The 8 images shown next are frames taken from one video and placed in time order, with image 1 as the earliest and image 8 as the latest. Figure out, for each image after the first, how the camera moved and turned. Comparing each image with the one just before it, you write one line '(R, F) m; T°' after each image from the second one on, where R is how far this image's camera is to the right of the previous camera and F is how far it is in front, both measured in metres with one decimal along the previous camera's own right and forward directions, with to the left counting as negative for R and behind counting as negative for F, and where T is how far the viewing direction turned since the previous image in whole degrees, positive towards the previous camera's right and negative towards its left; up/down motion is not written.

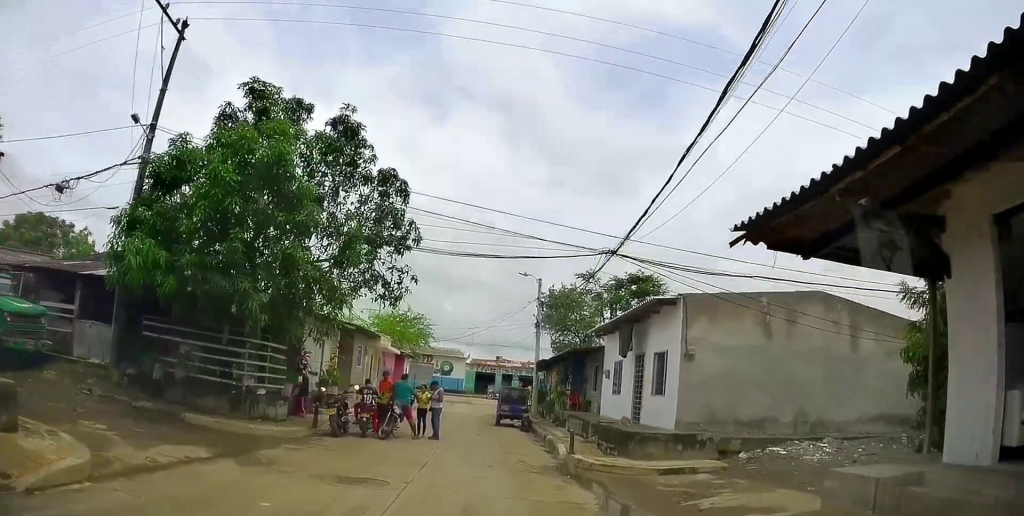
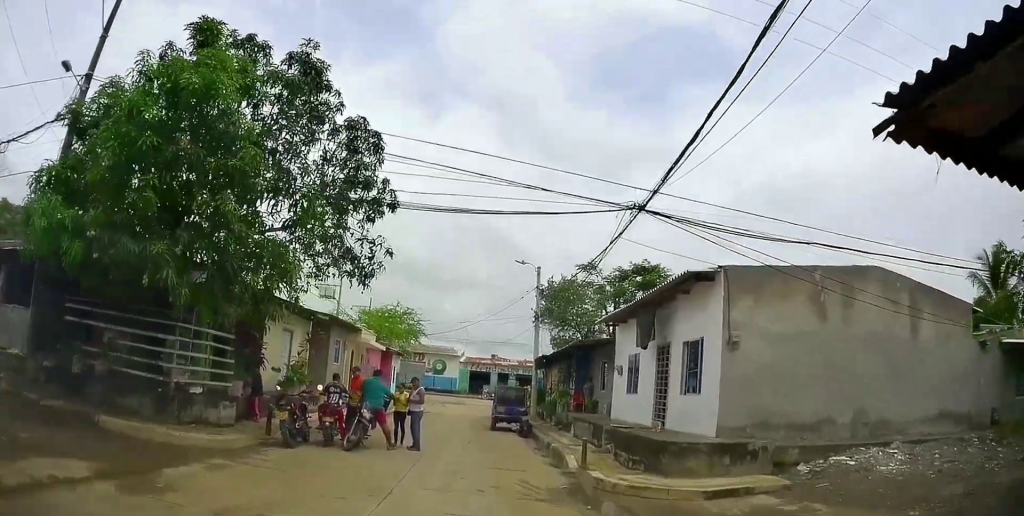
(+0.4, +3.2) m; +2°
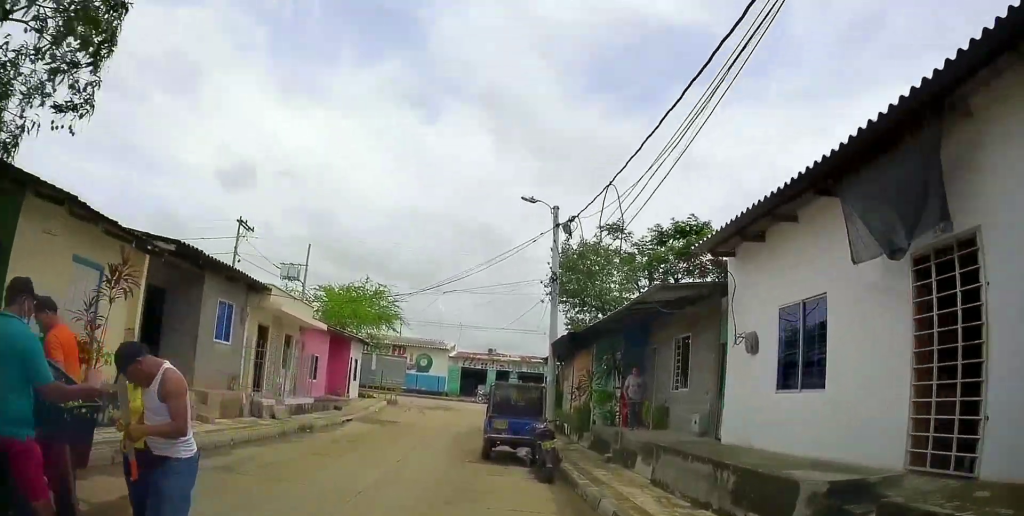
(-0.8, +11.0) m; -11°
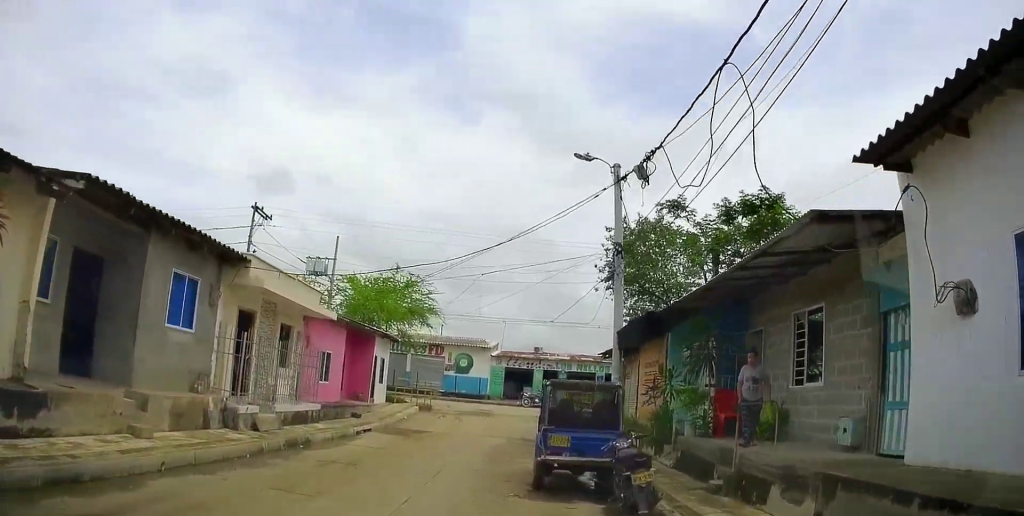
(-0.1, +4.1) m; +2°
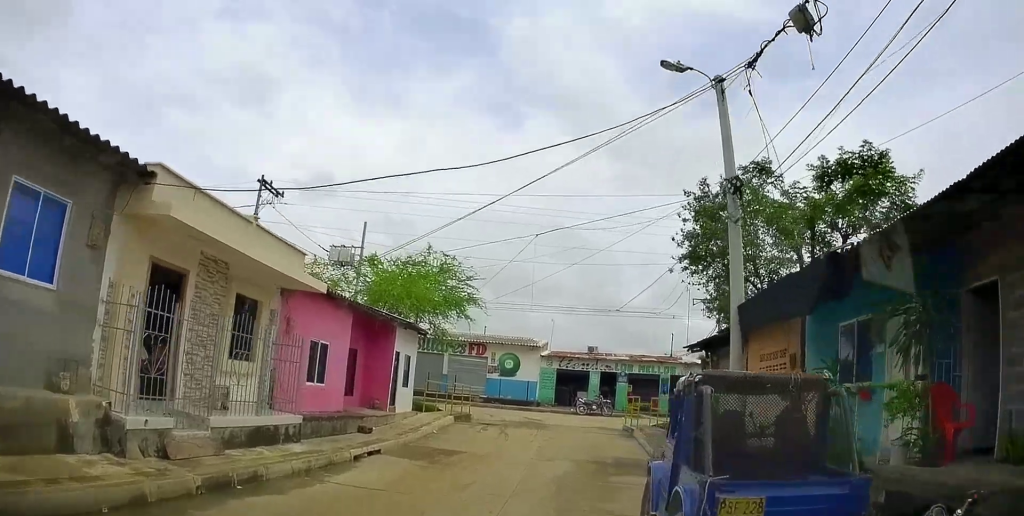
(+0.4, +5.3) m; +6°
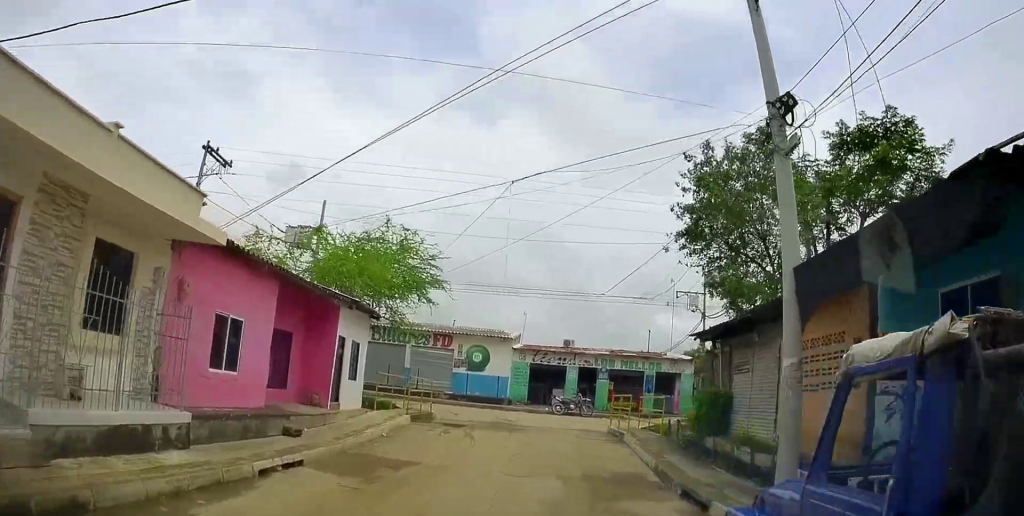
(0.0, +3.2) m; -3°
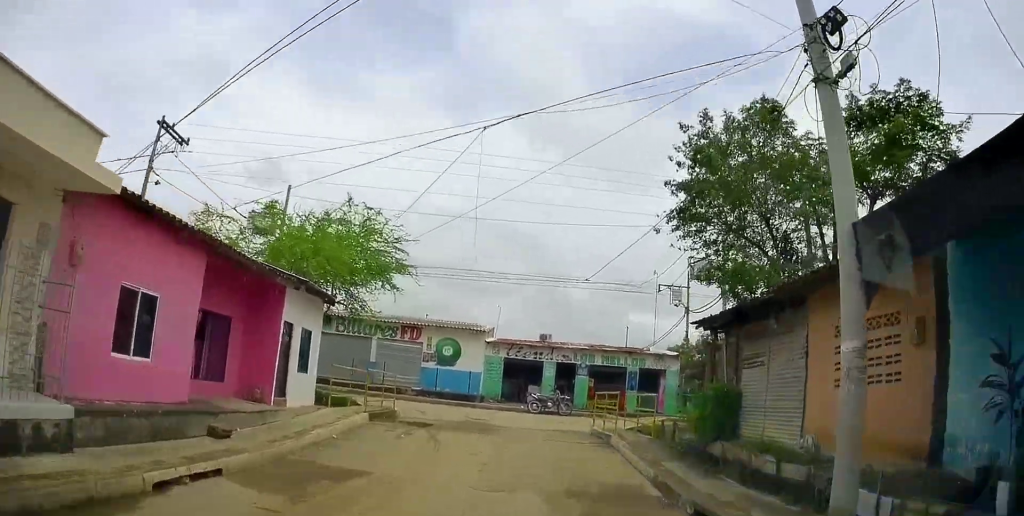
(0.0, +1.9) m; -1°
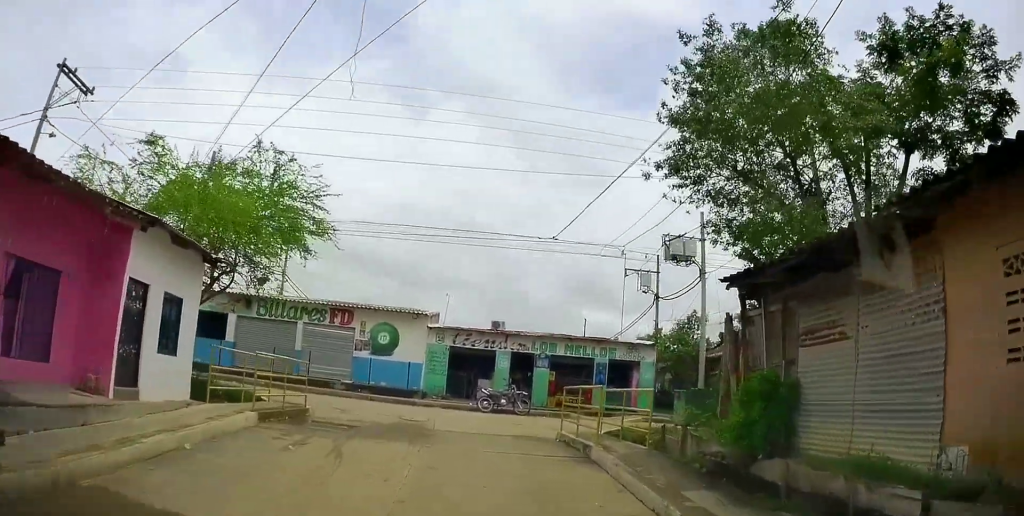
(-0.4, +3.9) m; +4°
